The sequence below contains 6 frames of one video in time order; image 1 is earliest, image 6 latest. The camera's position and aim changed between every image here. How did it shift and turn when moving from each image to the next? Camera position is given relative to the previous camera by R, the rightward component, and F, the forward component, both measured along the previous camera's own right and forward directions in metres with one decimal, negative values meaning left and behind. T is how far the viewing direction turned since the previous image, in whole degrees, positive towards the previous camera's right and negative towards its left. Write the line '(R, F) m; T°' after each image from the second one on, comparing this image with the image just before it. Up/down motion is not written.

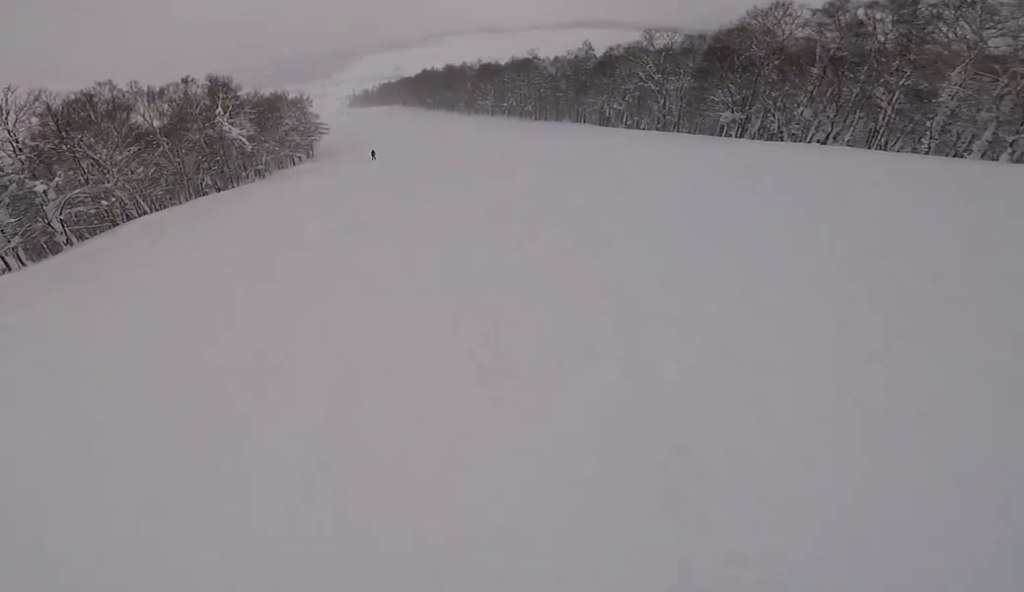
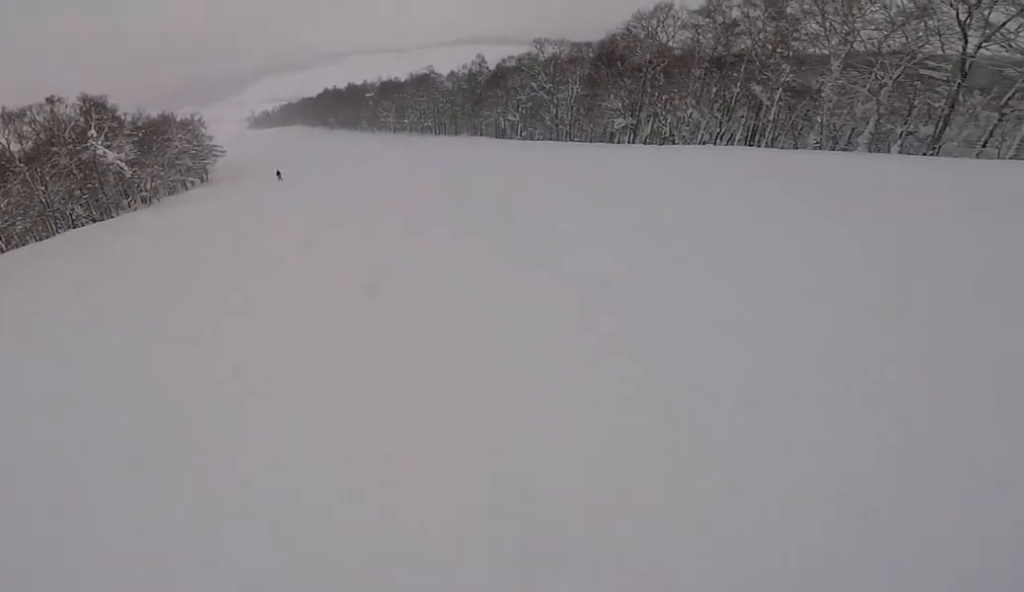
(+0.7, +4.2) m; +5°
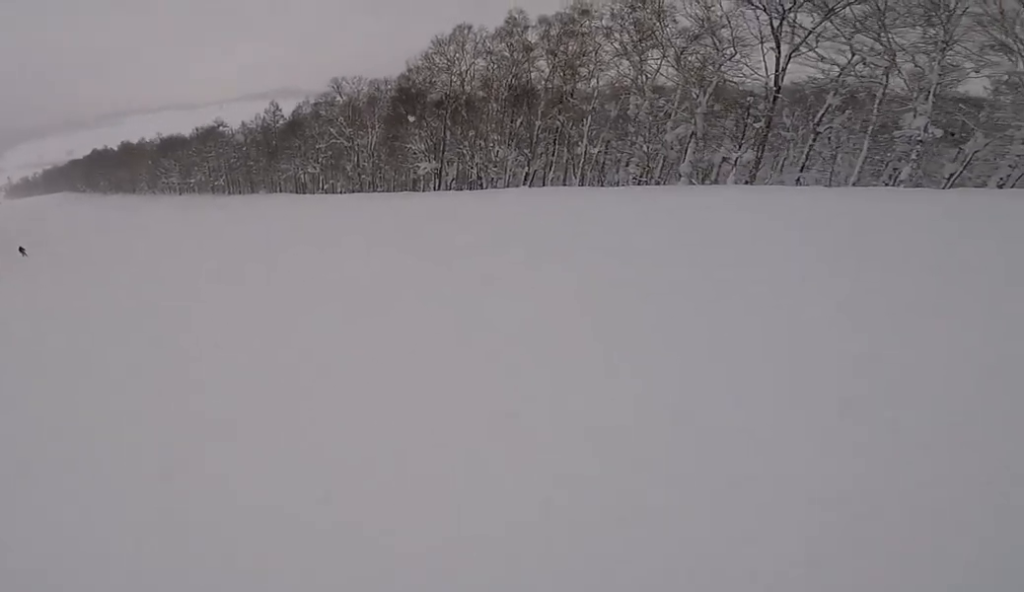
(+0.7, +9.0) m; -1°
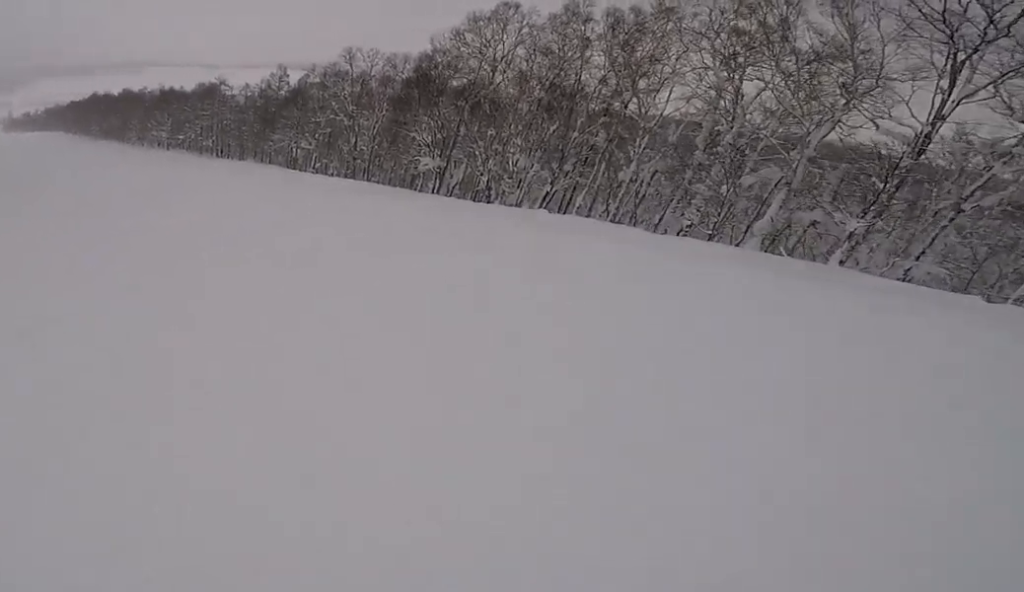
(-0.5, +8.1) m; -12°
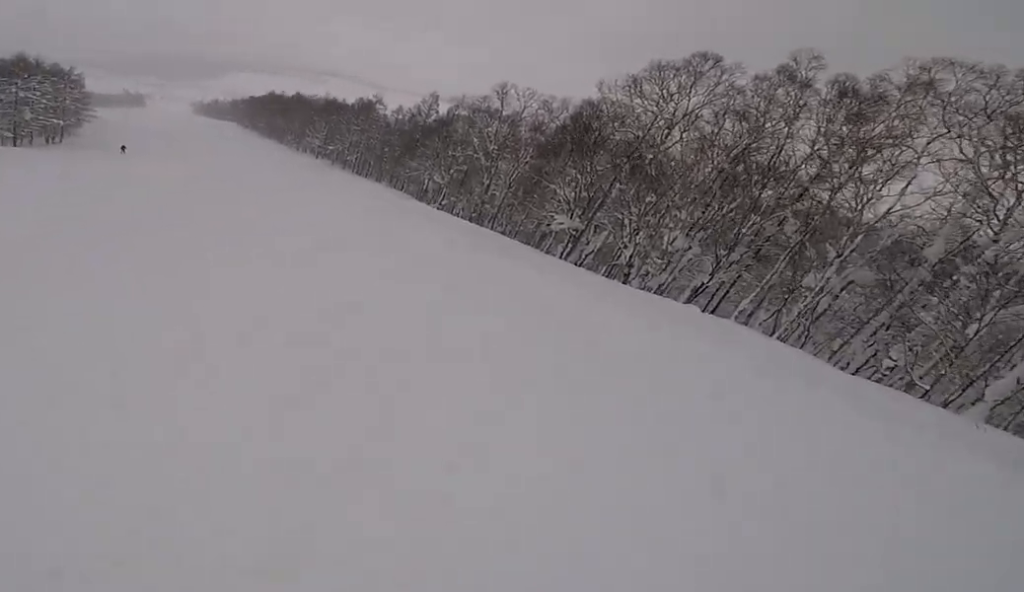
(-0.4, +5.0) m; -9°
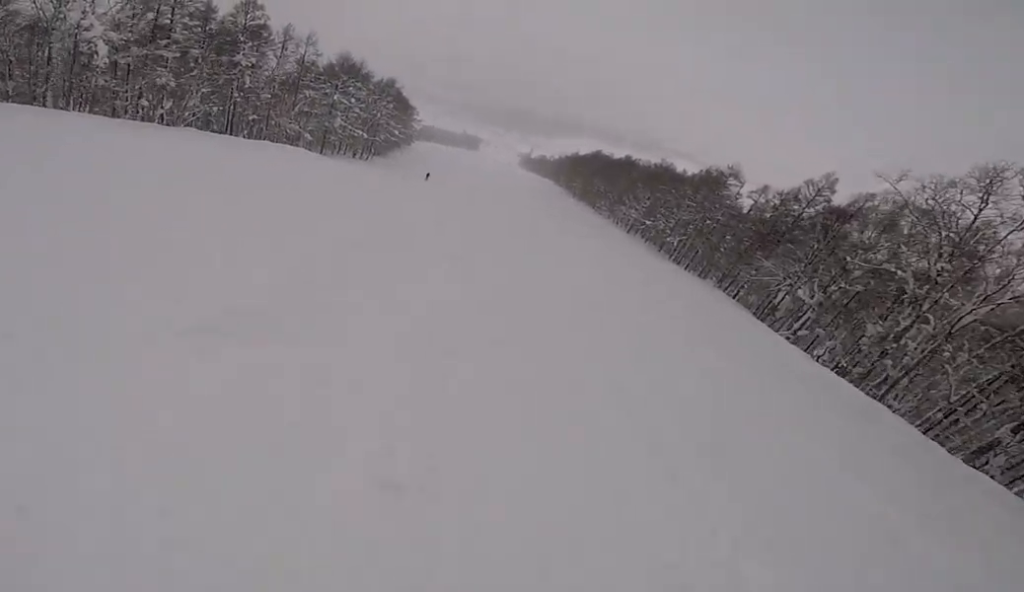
(-4.3, +16.0) m; -26°
